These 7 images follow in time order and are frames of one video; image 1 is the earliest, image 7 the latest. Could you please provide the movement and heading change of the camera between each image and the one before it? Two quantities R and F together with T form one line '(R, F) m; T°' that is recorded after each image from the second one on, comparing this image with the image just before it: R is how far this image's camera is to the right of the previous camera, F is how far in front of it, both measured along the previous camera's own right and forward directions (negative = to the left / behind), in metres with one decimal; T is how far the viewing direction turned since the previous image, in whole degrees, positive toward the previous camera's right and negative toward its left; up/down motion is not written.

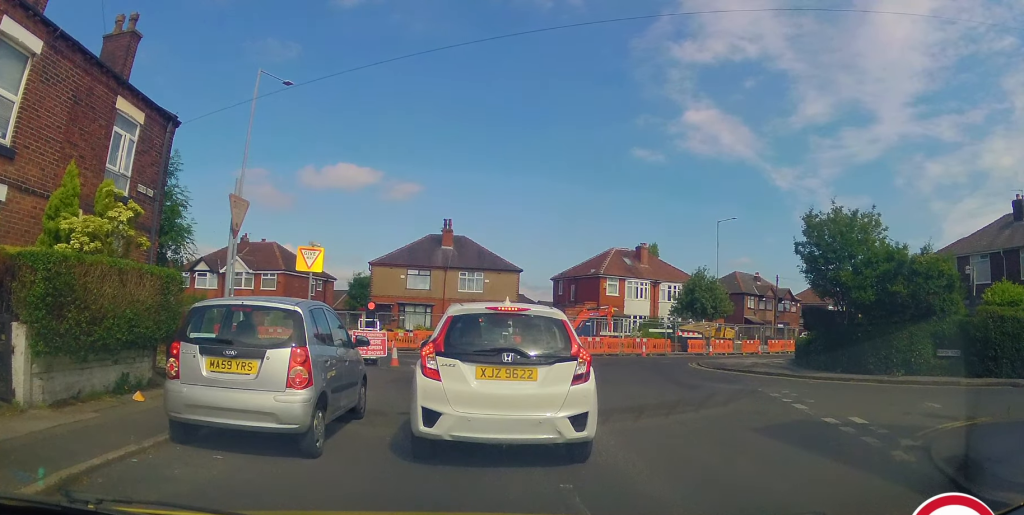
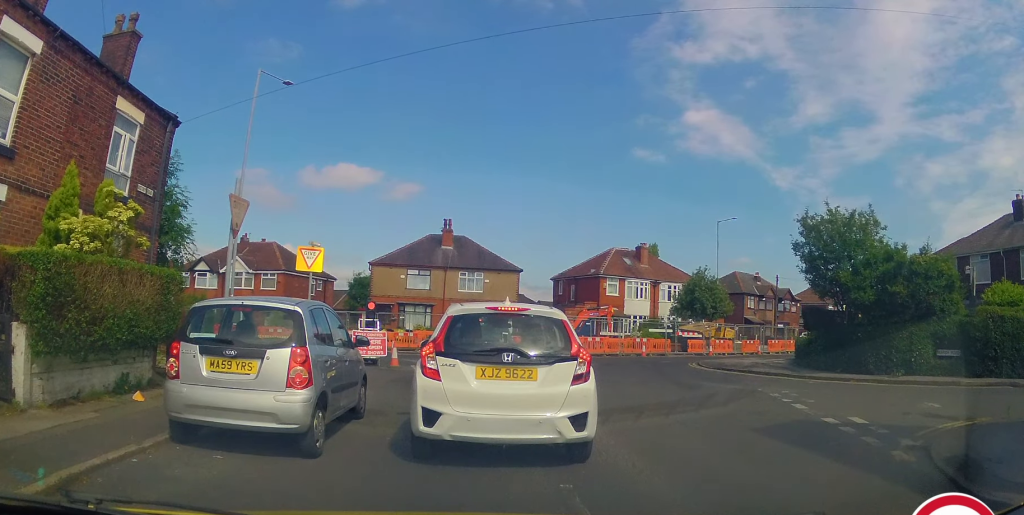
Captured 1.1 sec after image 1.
(0.0, 0.0) m; 0°
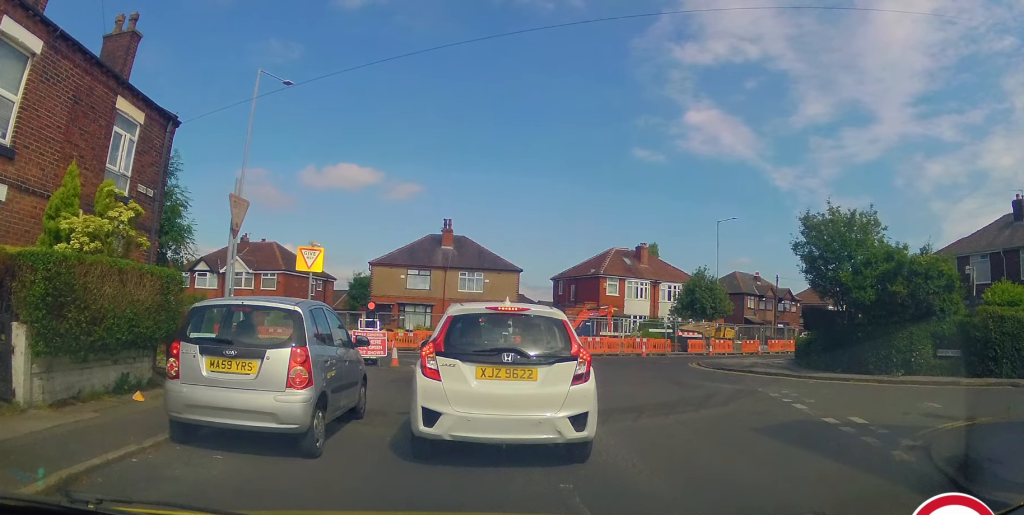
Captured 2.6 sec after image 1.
(0.0, 0.0) m; 0°
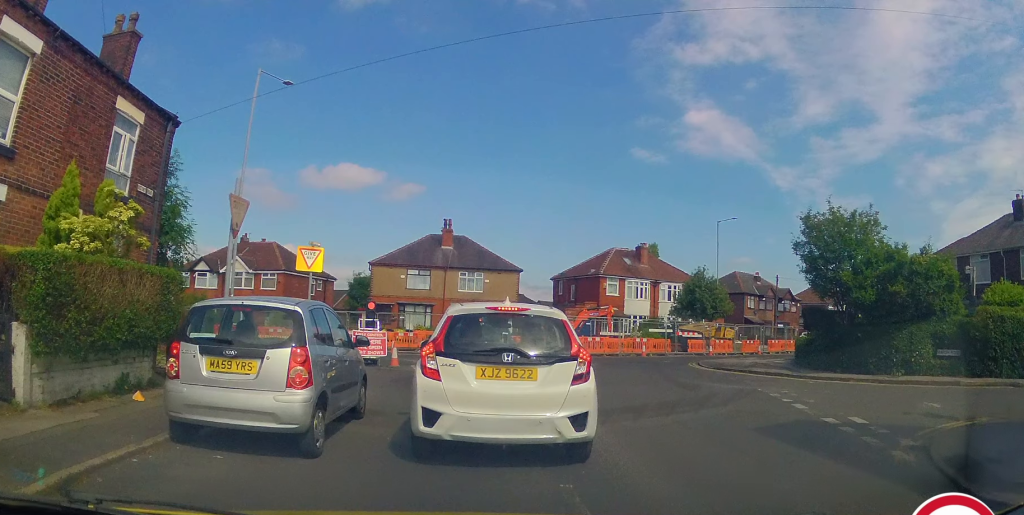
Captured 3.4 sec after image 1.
(0.0, 0.0) m; 0°
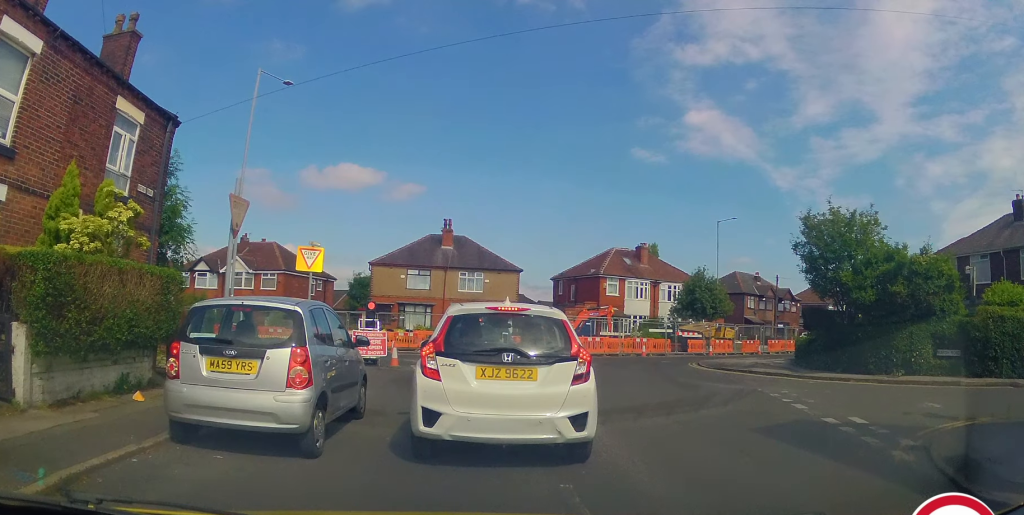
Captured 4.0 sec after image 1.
(0.0, 0.0) m; 0°
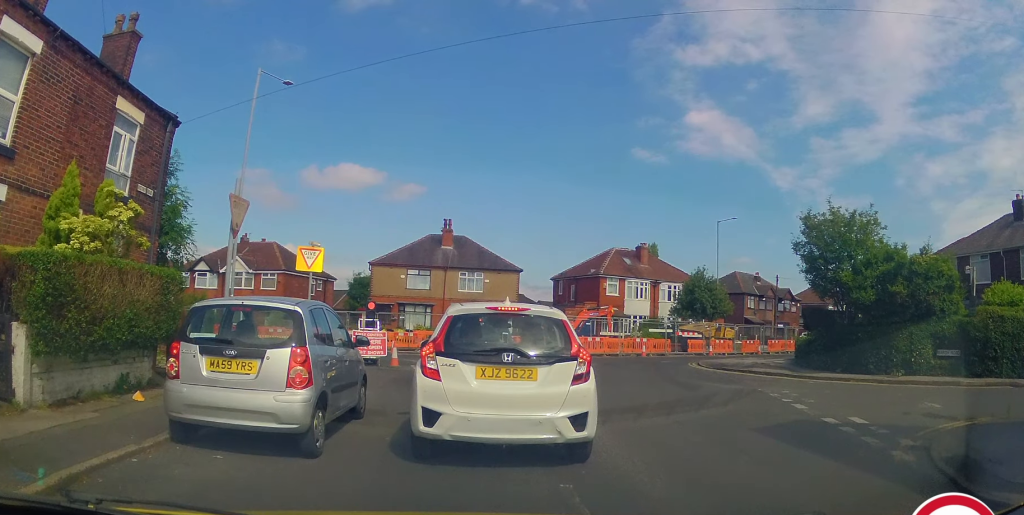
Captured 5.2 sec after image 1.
(0.0, 0.0) m; 0°
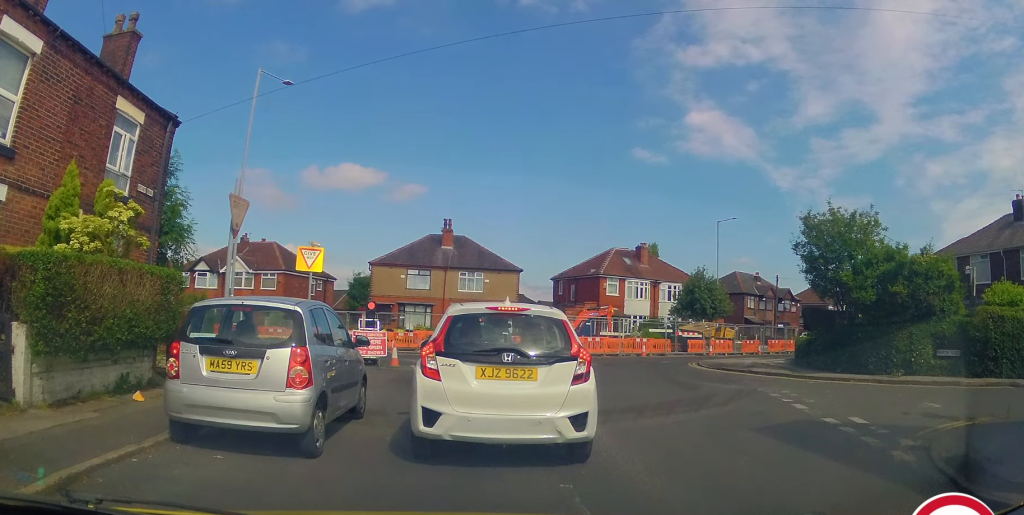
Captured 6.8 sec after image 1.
(0.0, 0.0) m; 0°
